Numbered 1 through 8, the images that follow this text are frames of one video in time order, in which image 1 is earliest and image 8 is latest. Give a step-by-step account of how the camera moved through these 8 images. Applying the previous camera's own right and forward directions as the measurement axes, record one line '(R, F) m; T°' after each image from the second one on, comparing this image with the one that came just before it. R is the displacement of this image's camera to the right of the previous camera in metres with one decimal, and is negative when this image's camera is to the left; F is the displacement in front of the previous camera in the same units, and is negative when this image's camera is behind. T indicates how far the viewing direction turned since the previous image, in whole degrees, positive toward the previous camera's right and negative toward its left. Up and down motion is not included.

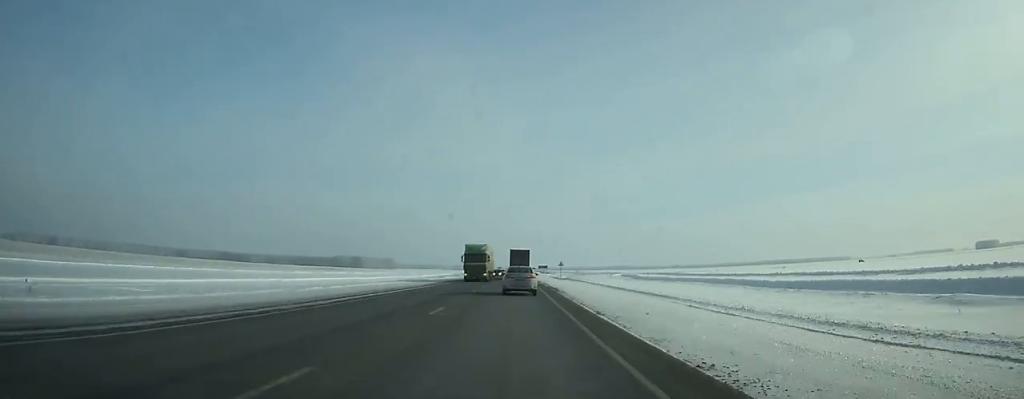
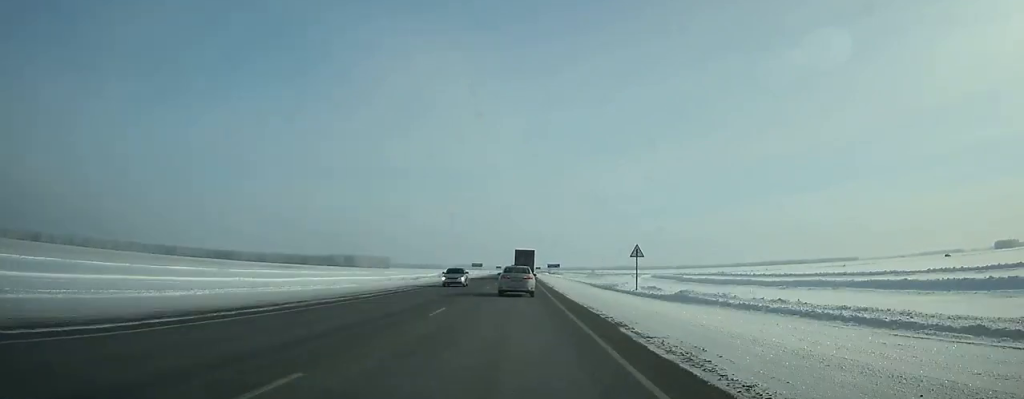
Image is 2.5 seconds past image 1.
(-0.1, +59.5) m; 0°
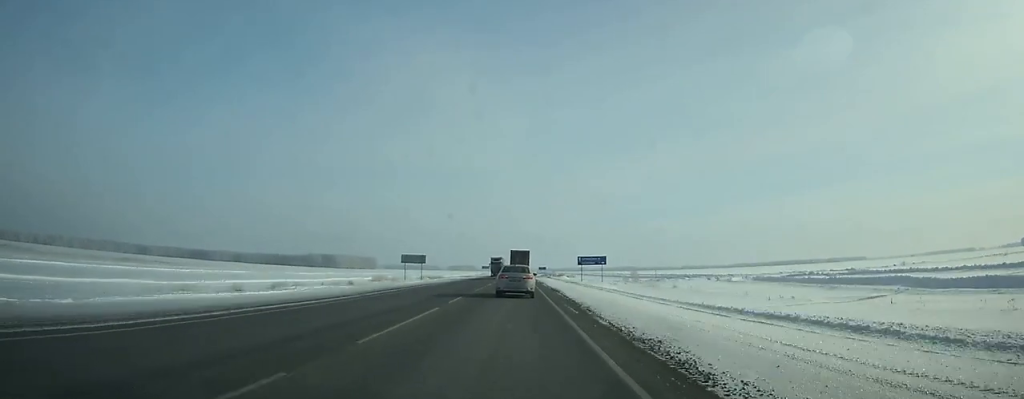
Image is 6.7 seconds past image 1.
(+0.1, +99.0) m; 0°
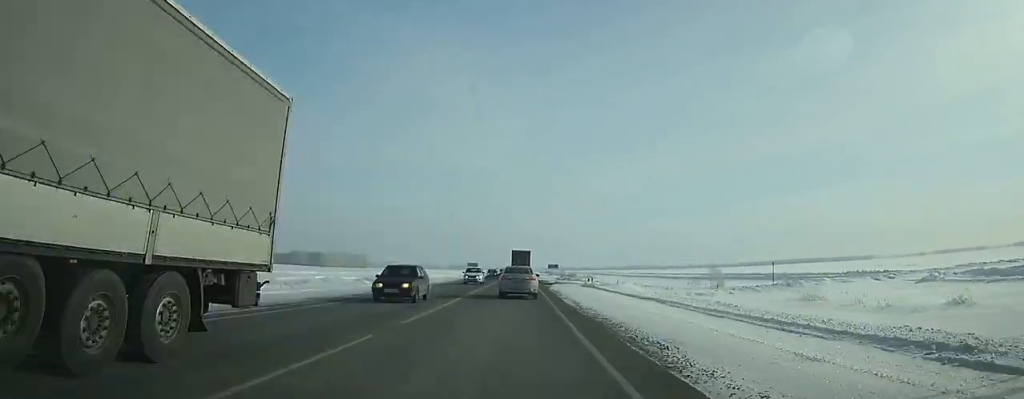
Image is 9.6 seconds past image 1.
(-0.1, +67.6) m; 0°
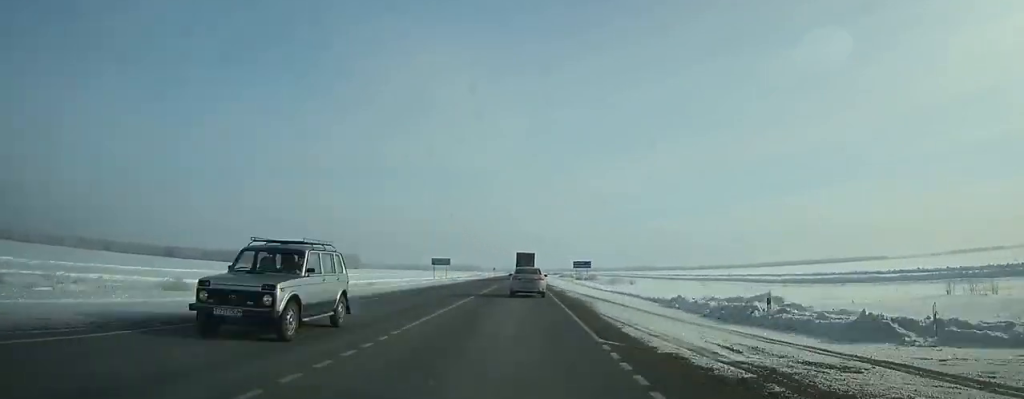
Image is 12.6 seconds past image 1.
(-0.2, +69.9) m; 0°
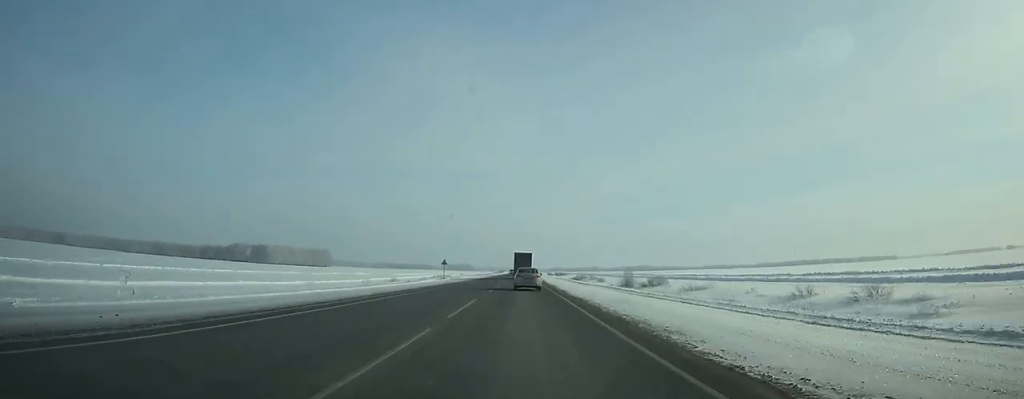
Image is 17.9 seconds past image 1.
(+0.5, +125.5) m; 0°
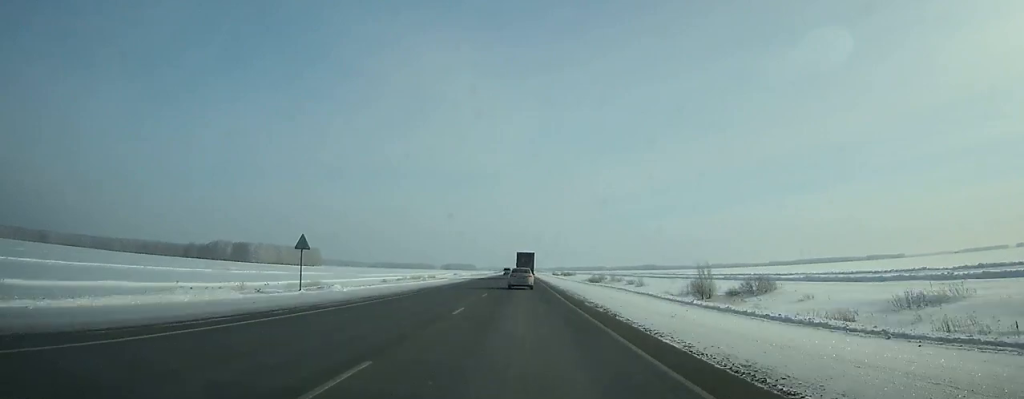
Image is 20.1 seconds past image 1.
(0.0, +53.2) m; 0°
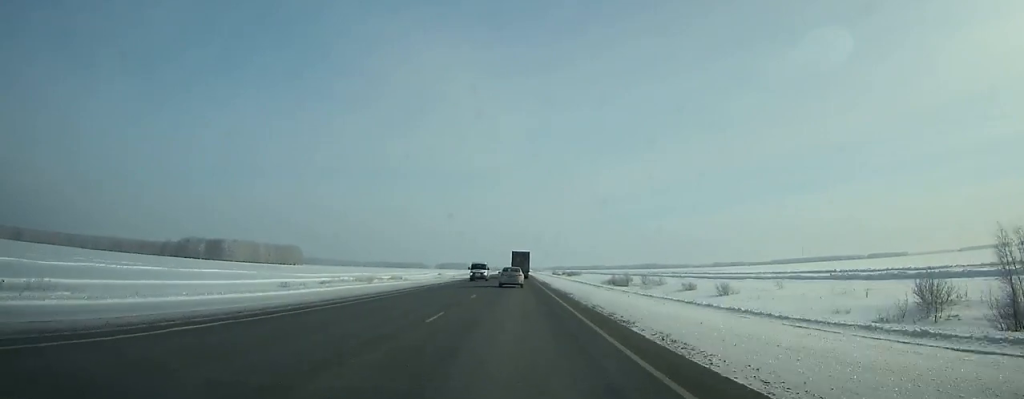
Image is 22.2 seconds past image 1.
(0.0, +51.3) m; 0°
